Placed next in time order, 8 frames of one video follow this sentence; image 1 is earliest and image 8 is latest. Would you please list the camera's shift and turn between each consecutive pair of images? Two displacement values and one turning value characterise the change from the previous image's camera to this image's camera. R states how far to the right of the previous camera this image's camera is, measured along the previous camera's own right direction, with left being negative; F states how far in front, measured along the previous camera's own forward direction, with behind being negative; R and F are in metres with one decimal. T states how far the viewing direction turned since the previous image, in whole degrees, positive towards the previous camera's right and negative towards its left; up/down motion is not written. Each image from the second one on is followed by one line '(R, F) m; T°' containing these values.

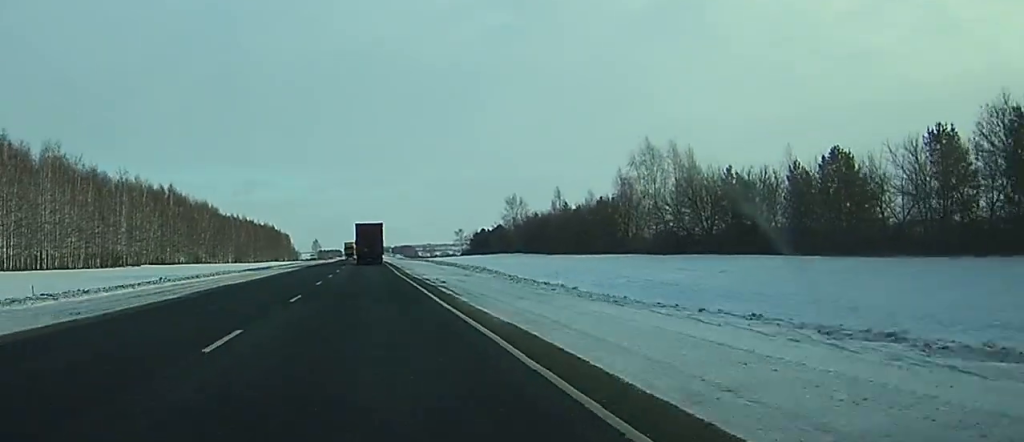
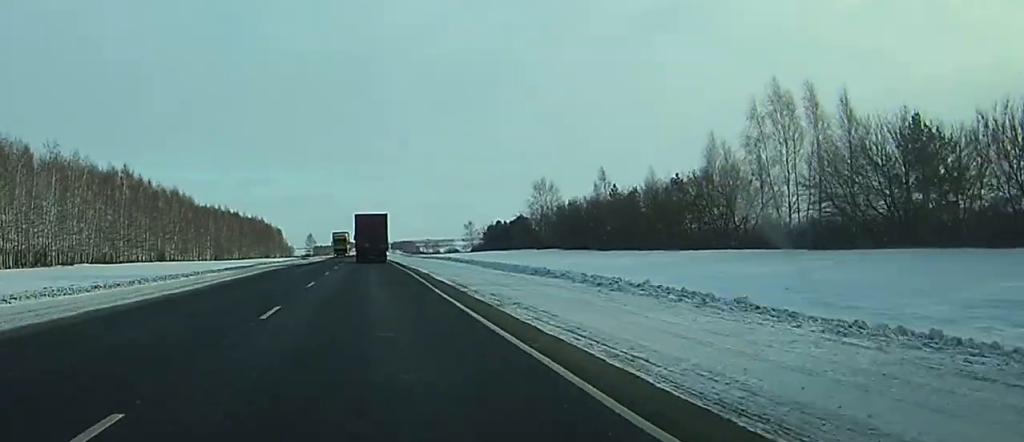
(+0.1, +43.2) m; 0°
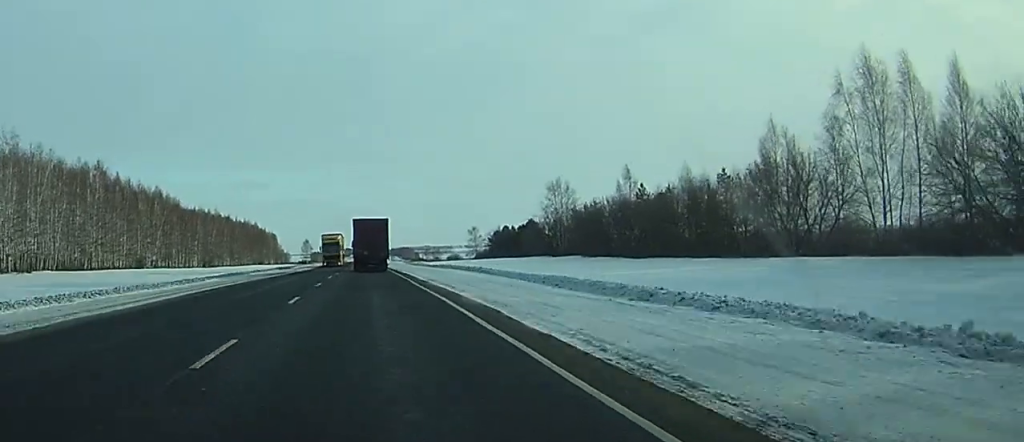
(0.0, +18.1) m; 0°
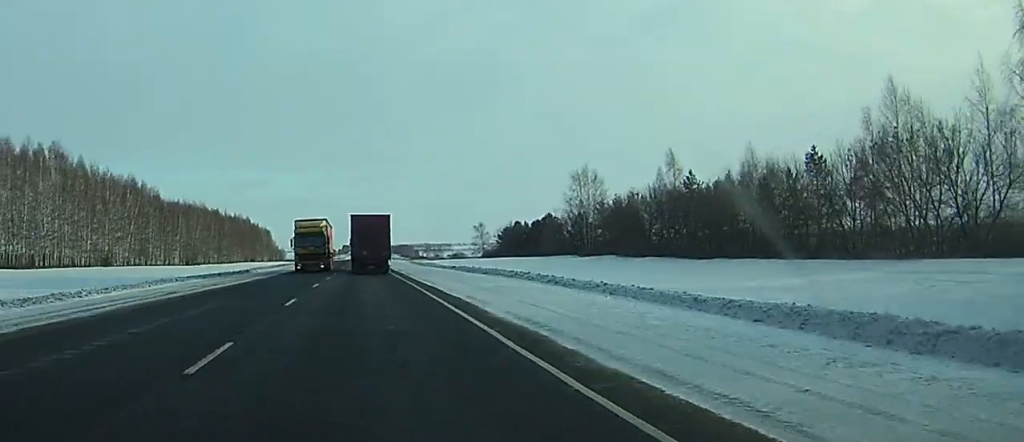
(-0.1, +24.4) m; 0°
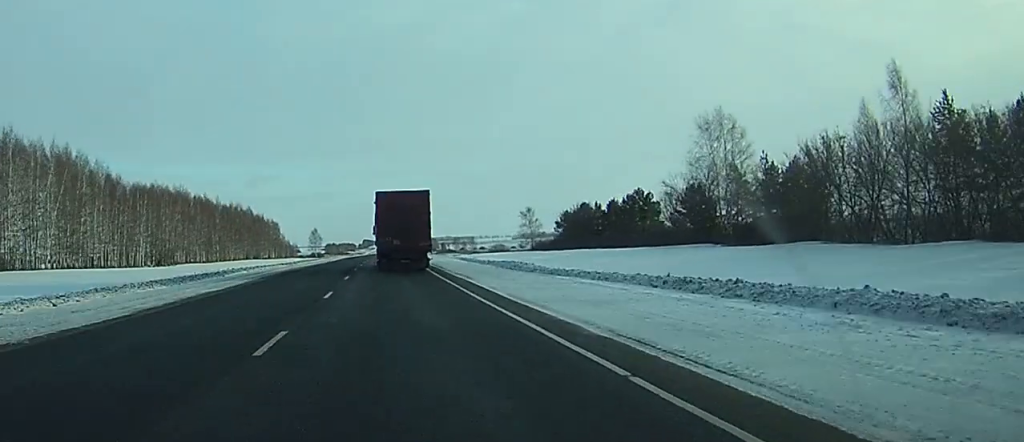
(+0.1, +59.1) m; 0°
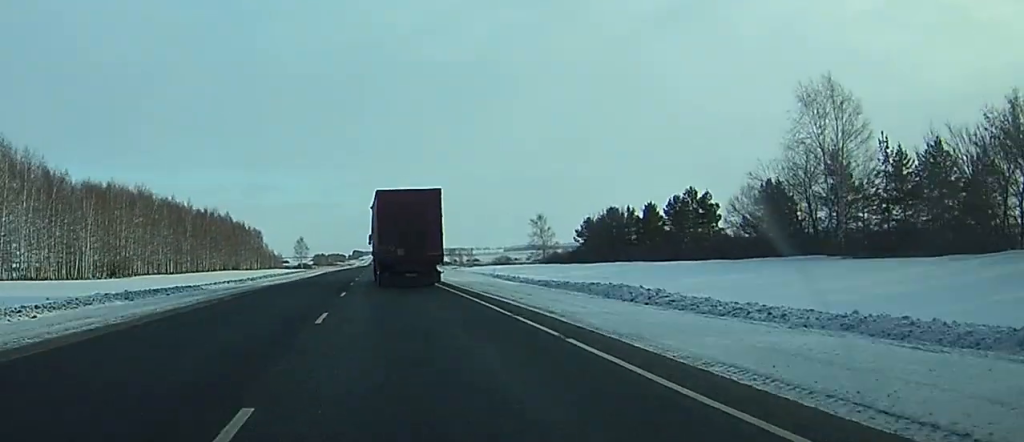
(-0.2, +30.4) m; 0°
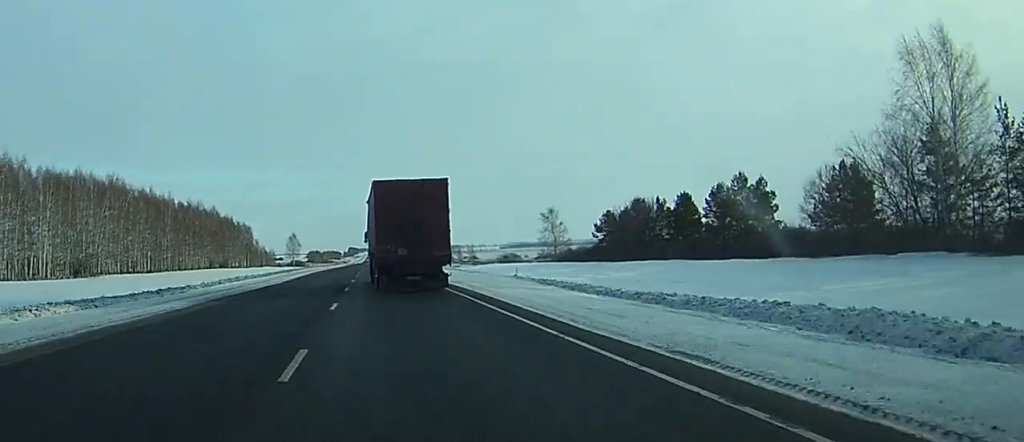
(0.0, +18.9) m; 0°
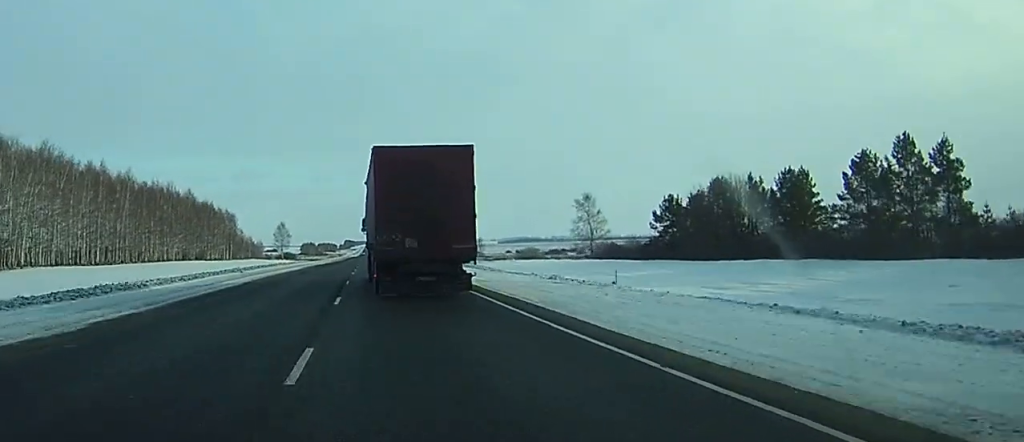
(0.0, +37.0) m; 0°
